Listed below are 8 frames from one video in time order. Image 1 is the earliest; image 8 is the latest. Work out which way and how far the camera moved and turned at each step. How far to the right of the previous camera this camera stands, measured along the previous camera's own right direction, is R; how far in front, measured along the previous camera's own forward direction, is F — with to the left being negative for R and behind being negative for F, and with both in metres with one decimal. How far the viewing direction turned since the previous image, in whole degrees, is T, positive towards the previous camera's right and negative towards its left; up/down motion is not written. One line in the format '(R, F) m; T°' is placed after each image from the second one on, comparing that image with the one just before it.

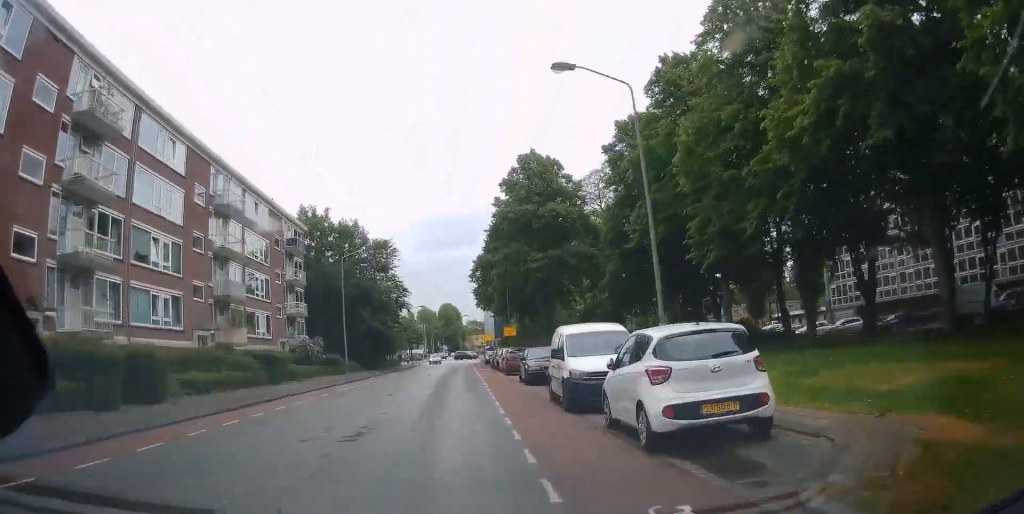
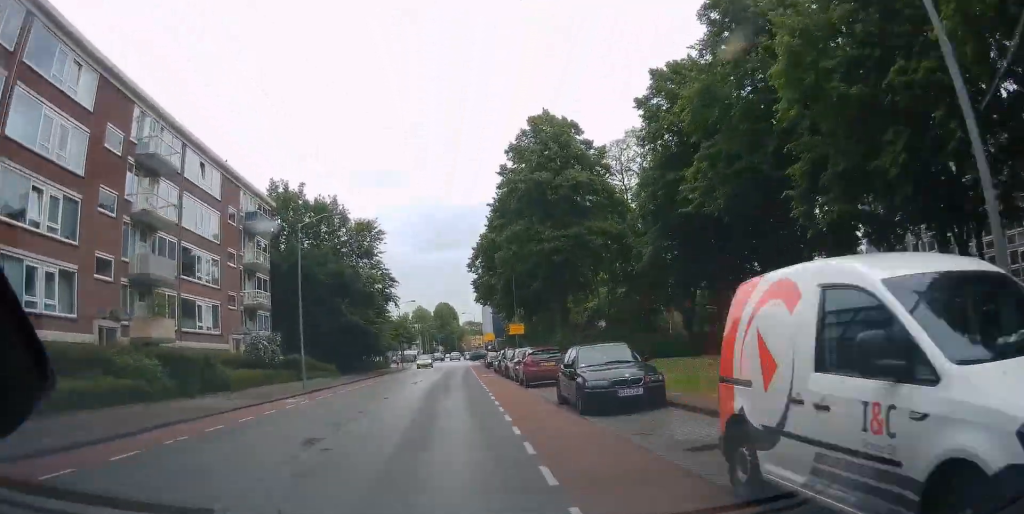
(0.0, +10.6) m; 0°
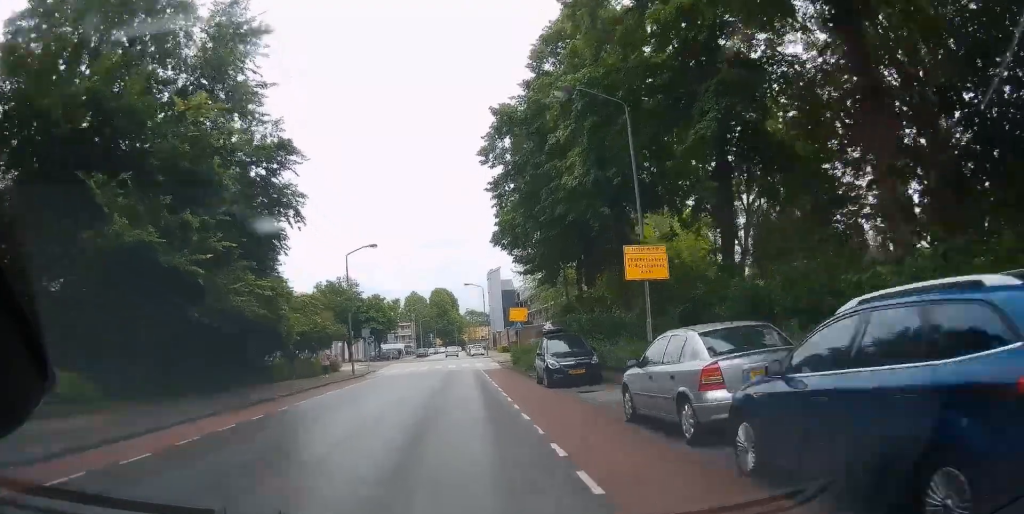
(-0.6, +38.6) m; -1°
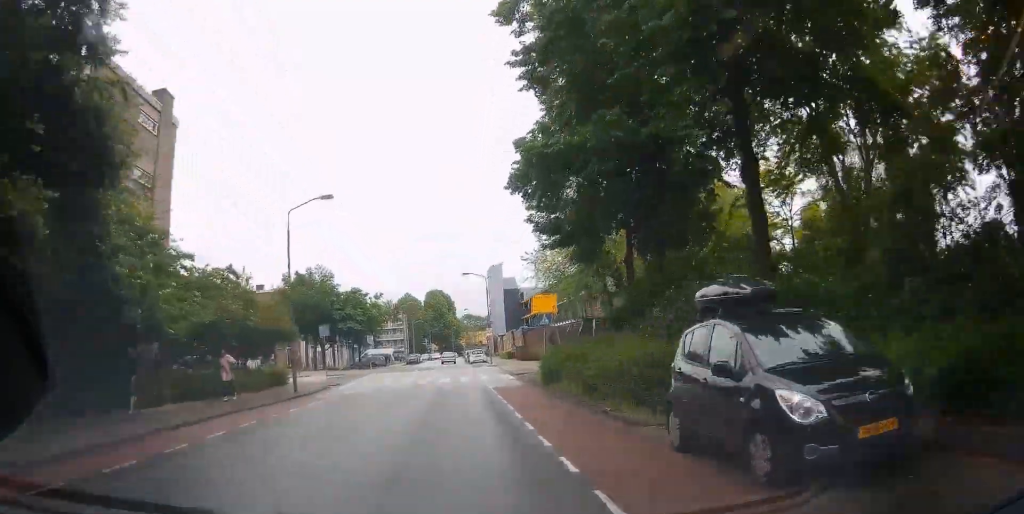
(+0.1, +14.8) m; -1°
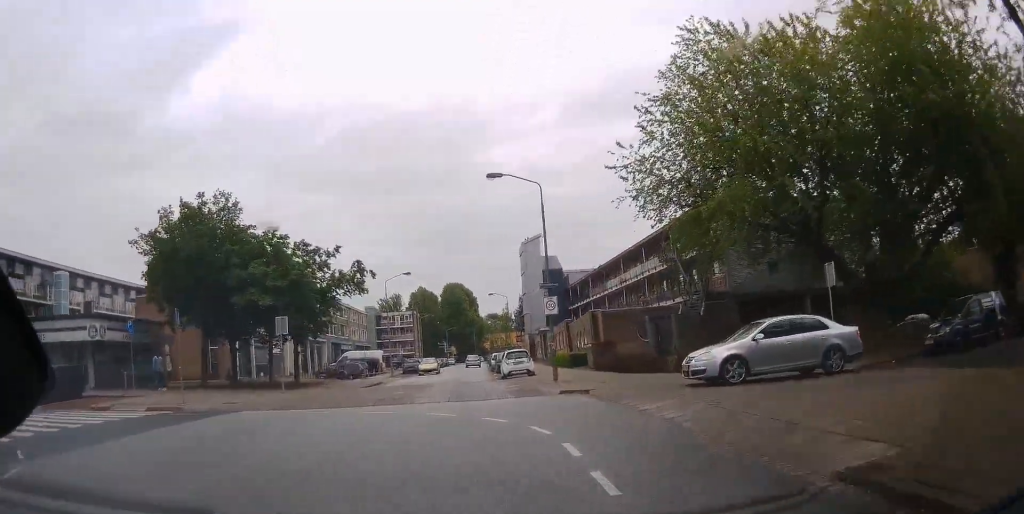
(-0.3, +34.5) m; -2°
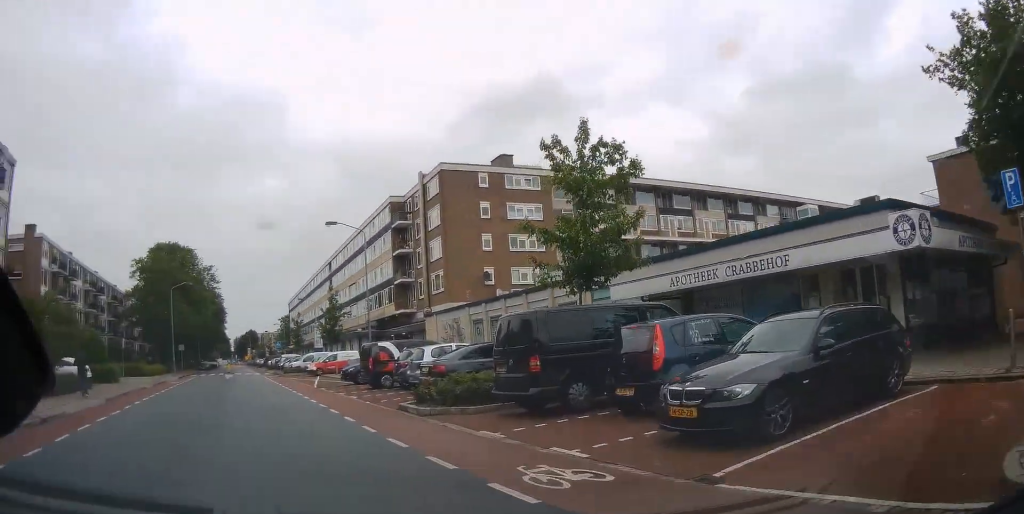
(-3.6, +20.1) m; -38°
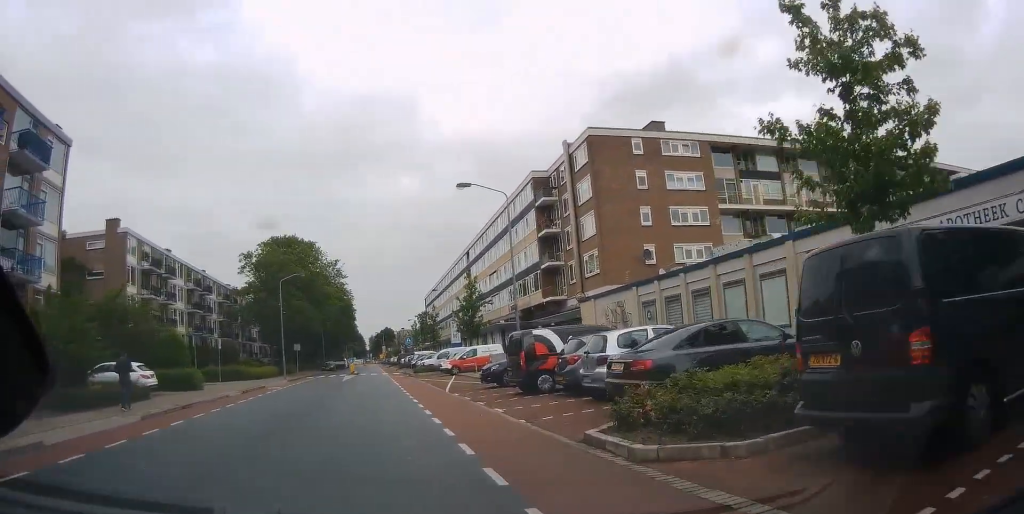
(+0.4, +5.6) m; -17°
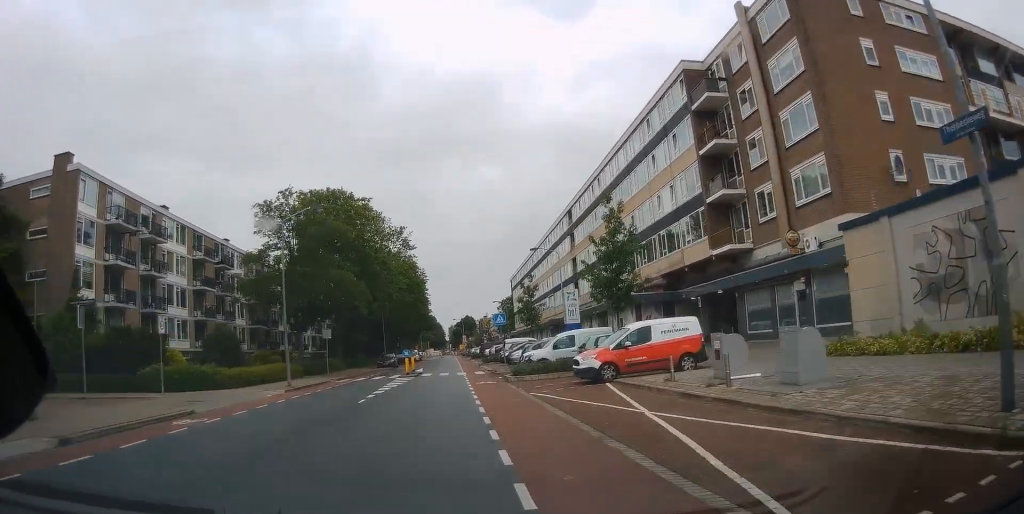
(-6.5, +16.2) m; -26°
